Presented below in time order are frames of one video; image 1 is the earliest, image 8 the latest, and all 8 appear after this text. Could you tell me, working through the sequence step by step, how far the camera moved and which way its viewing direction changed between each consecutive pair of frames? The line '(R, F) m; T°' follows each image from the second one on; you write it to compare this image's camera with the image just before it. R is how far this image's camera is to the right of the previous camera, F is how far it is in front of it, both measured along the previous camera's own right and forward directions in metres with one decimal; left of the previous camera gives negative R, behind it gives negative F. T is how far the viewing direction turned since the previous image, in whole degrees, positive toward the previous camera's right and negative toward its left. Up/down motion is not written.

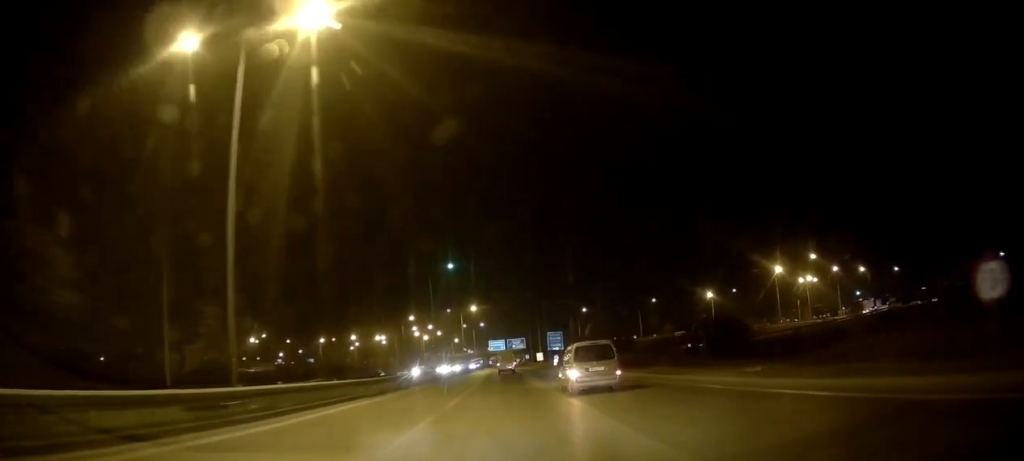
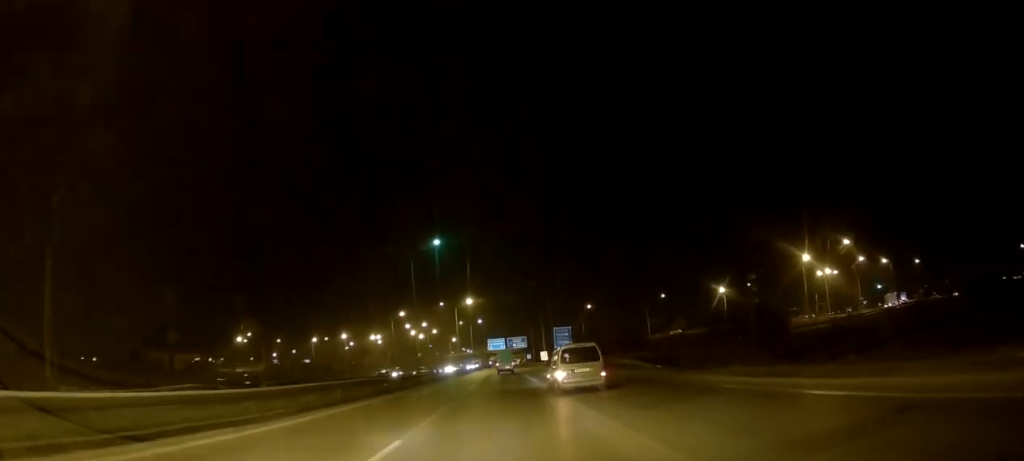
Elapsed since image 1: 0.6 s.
(+0.1, +13.2) m; +1°
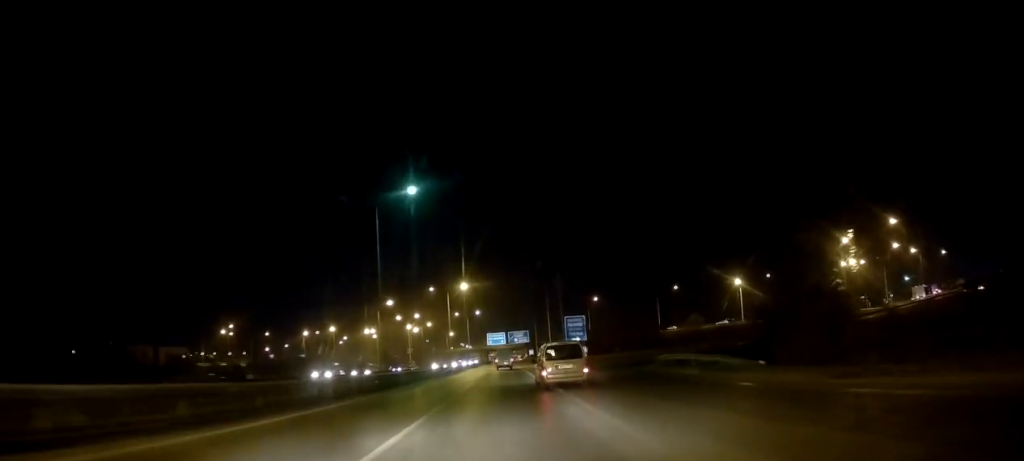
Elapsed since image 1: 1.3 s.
(+0.2, +15.1) m; +1°
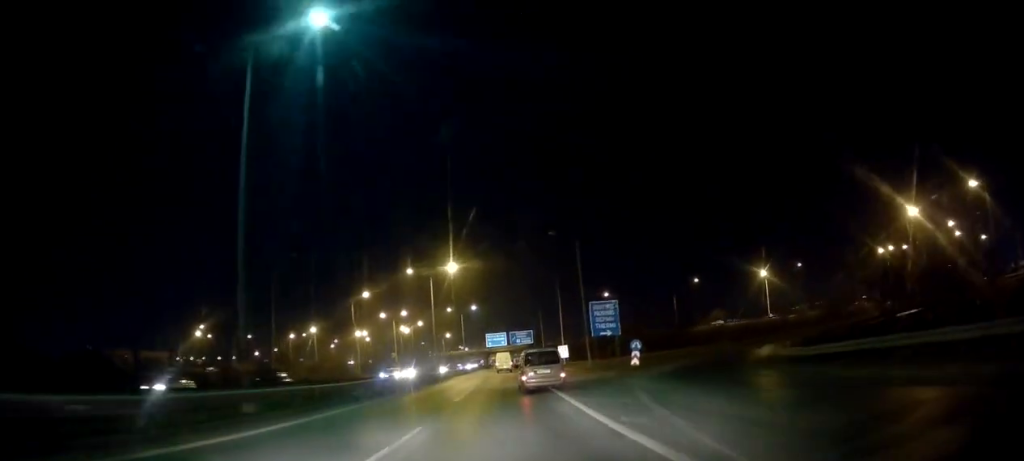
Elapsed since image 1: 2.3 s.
(+0.1, +21.3) m; 0°
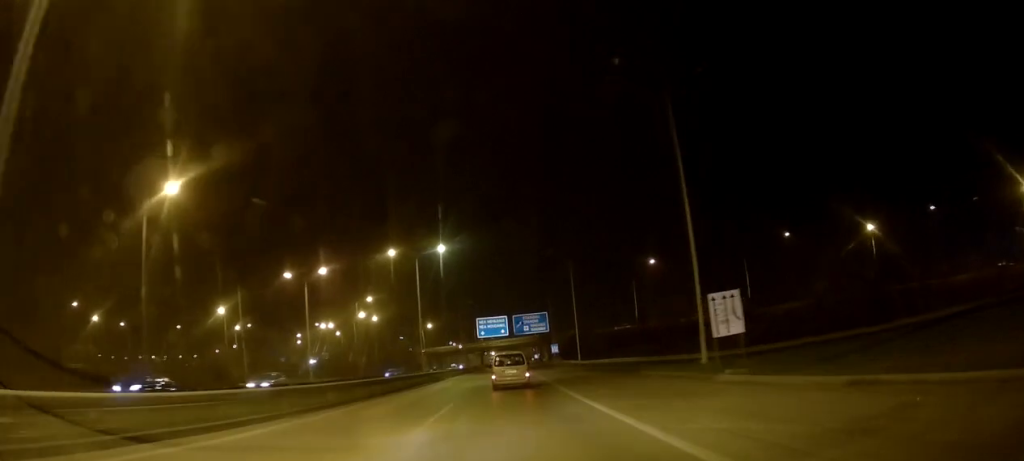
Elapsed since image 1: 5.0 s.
(-0.8, +60.7) m; -1°
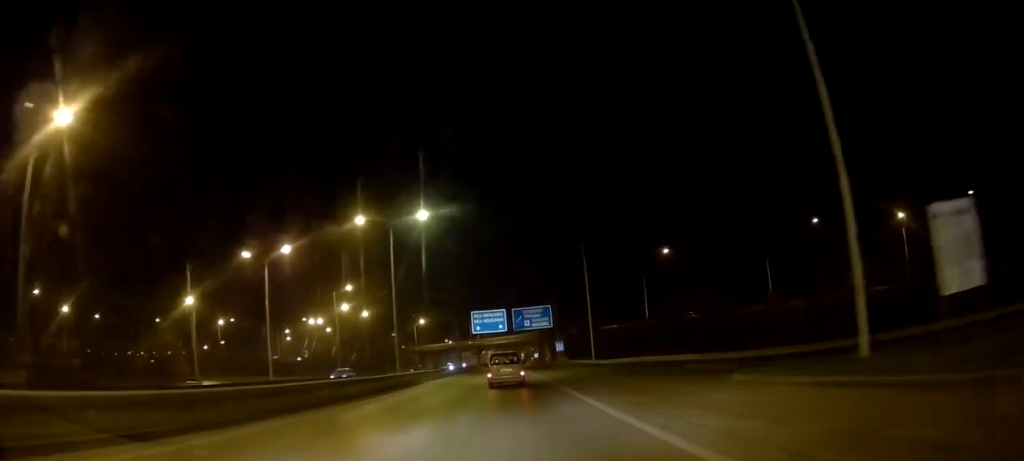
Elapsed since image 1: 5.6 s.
(0.0, +13.1) m; +1°
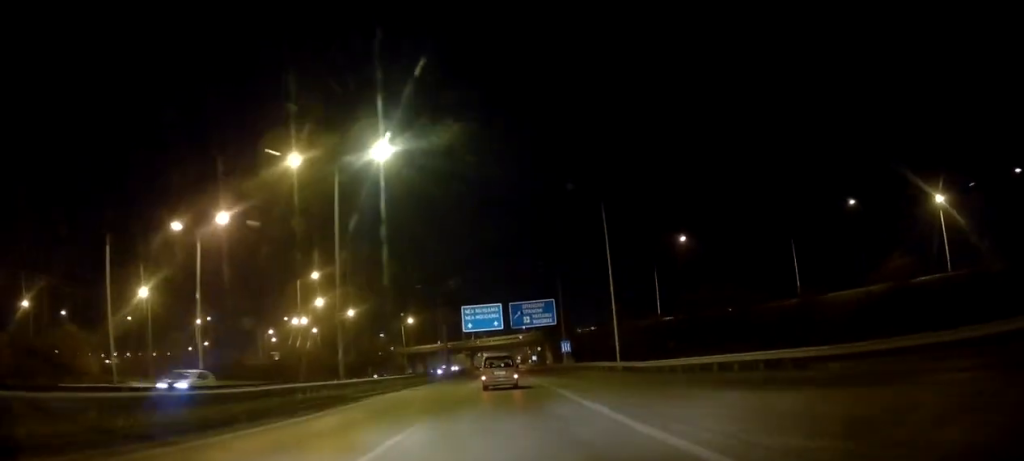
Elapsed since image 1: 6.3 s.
(+0.1, +14.5) m; 0°
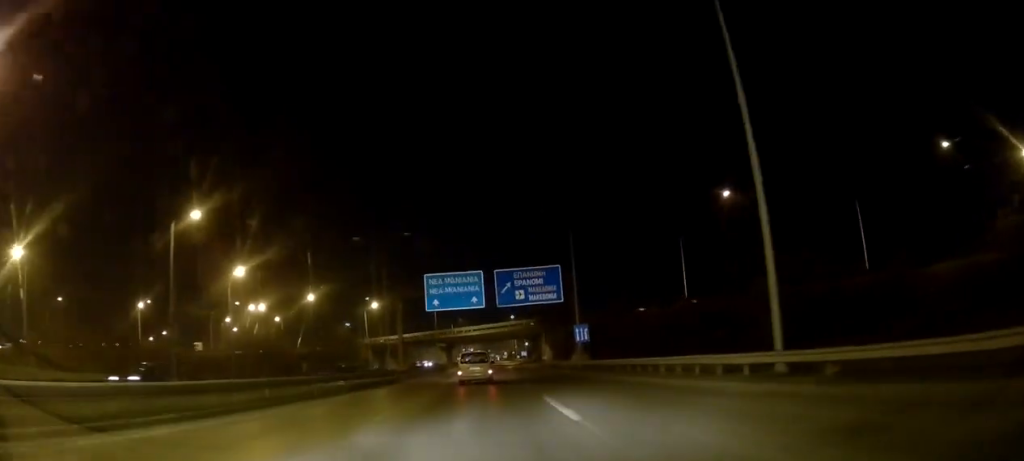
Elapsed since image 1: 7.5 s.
(+0.1, +28.0) m; 0°
